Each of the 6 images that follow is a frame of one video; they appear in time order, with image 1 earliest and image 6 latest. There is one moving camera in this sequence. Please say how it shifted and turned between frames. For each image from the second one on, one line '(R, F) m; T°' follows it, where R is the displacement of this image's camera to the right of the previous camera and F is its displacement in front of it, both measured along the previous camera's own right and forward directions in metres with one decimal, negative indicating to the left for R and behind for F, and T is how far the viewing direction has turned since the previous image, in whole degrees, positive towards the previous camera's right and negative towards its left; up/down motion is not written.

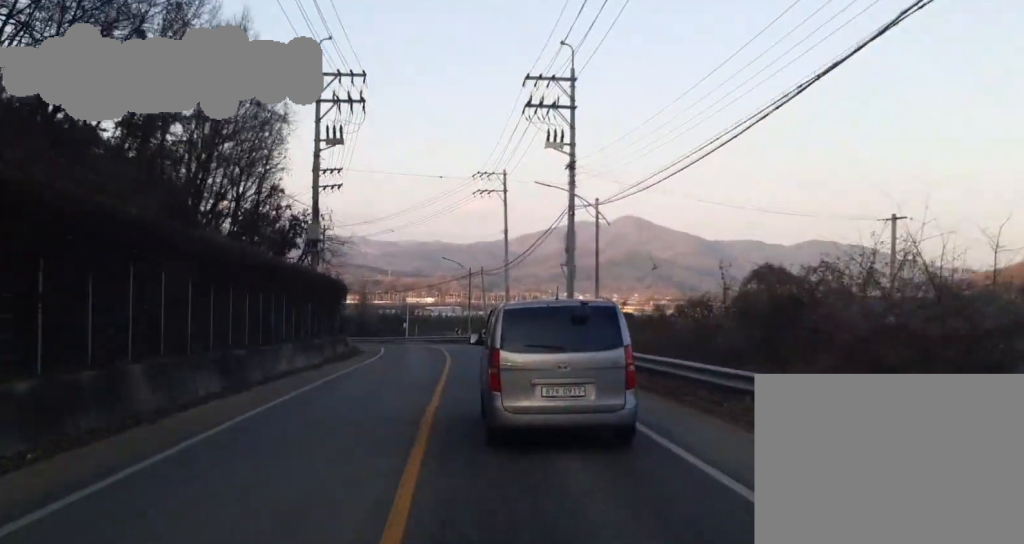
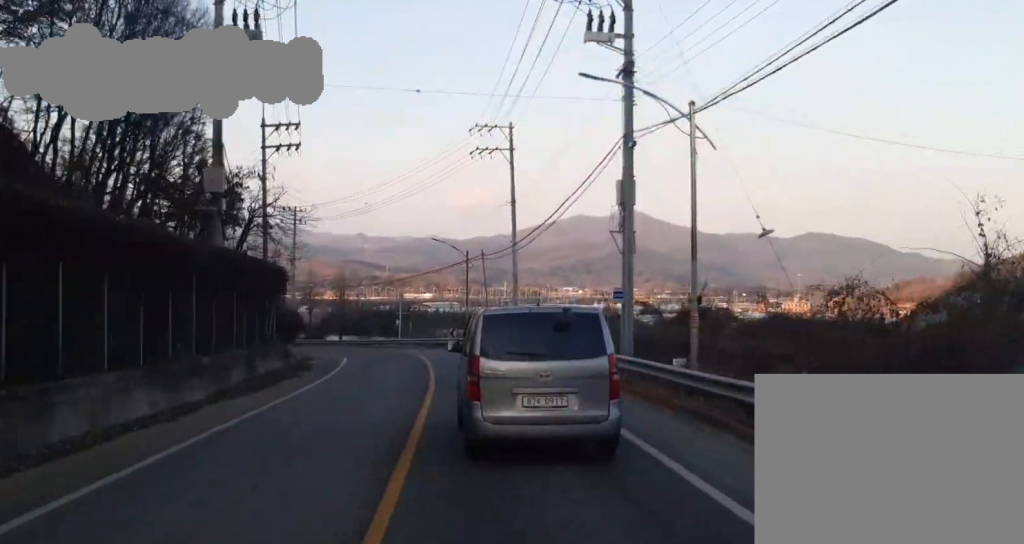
(0.0, +16.0) m; -4°
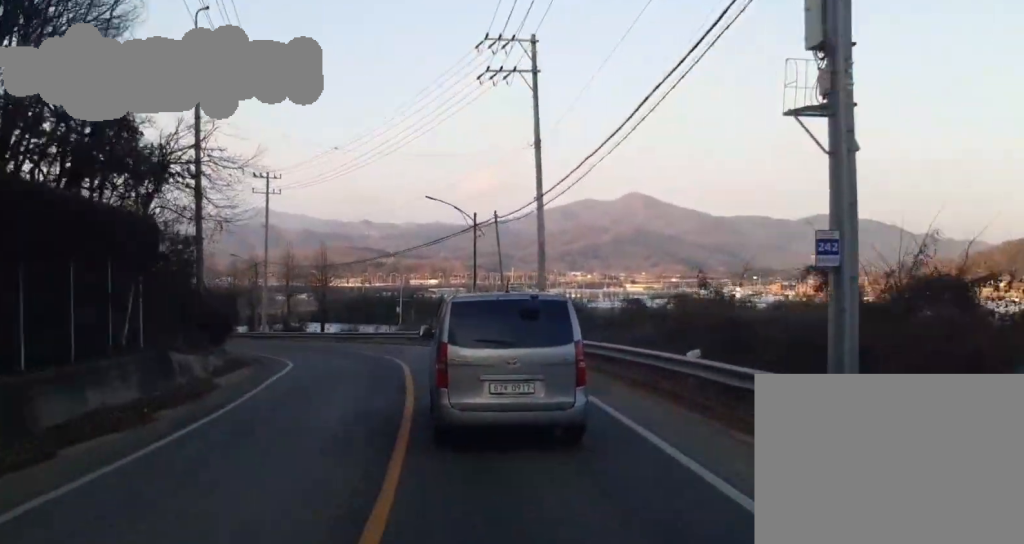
(+0.9, +14.6) m; -9°
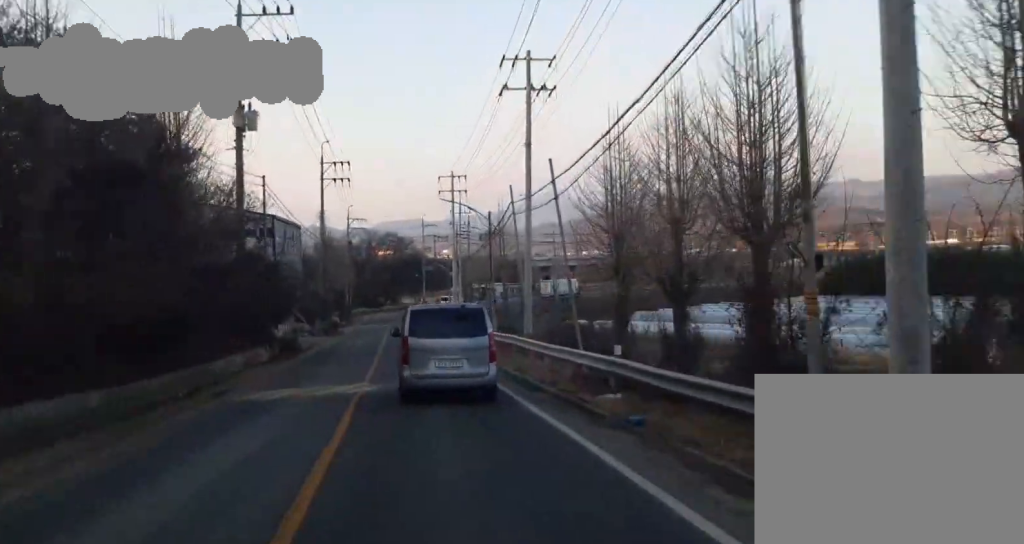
(-24.5, +65.3) m; -34°
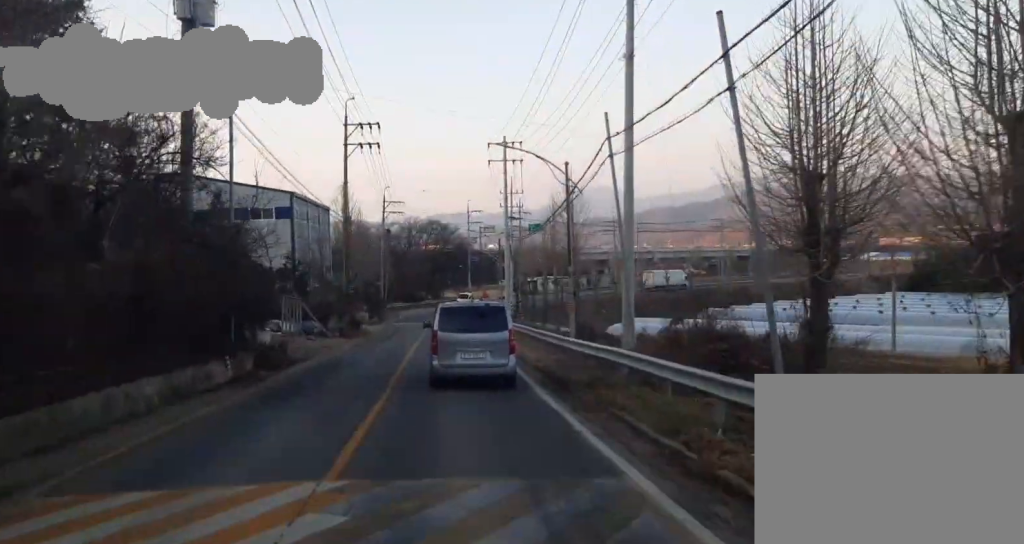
(0.0, +14.8) m; 0°
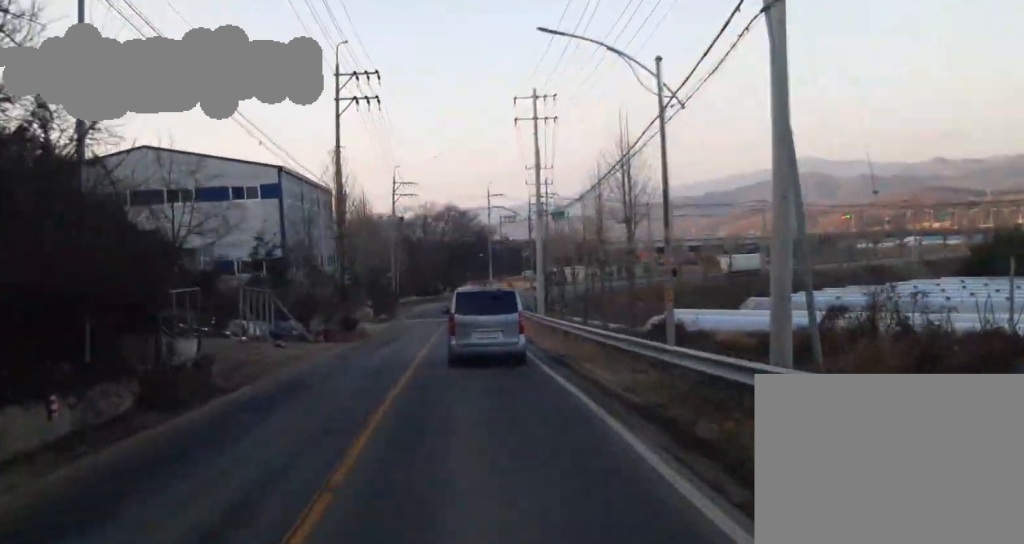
(0.0, +11.9) m; 0°
